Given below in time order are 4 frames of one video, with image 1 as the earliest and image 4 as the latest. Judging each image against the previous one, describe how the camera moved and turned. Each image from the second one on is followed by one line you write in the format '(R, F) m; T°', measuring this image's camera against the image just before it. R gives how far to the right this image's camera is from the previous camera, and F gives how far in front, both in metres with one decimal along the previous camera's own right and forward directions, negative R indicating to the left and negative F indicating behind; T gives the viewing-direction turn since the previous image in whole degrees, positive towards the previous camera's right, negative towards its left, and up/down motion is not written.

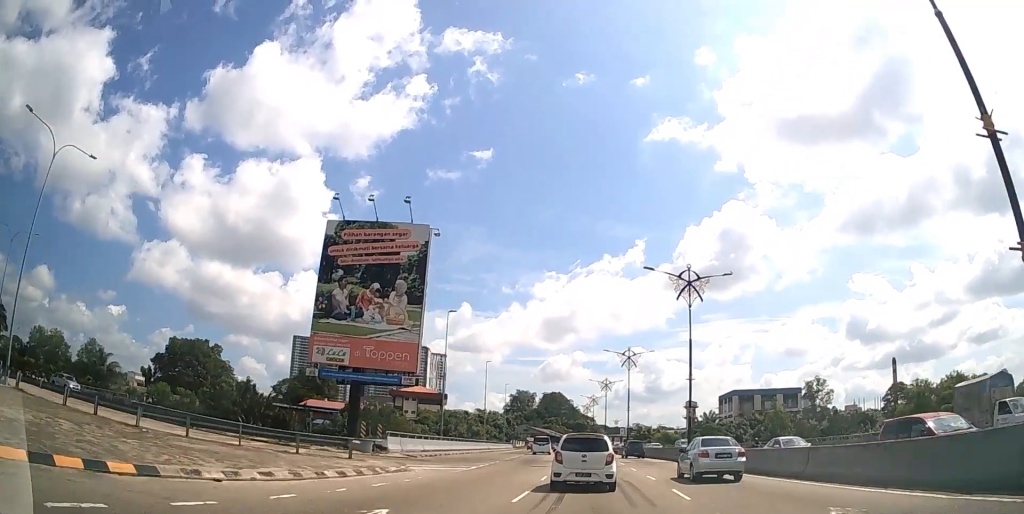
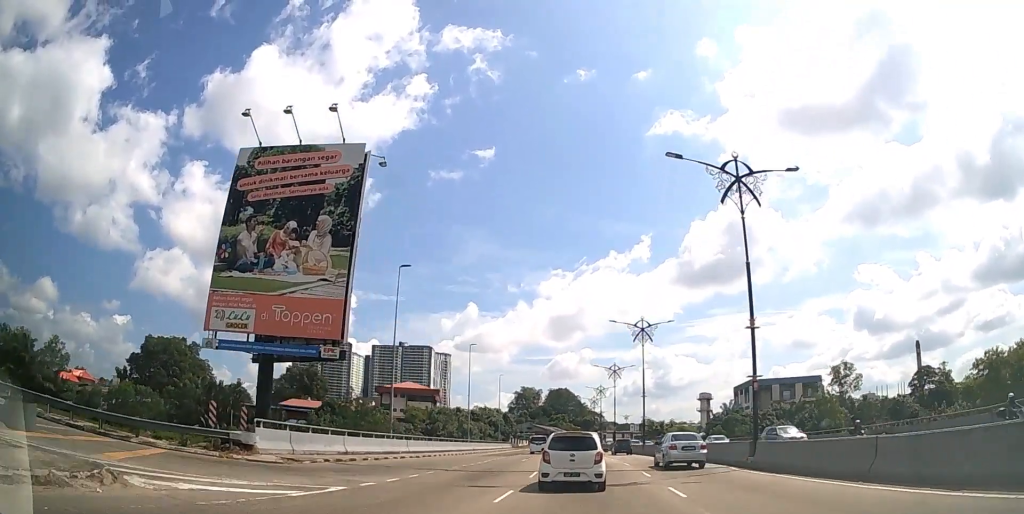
(-0.1, +14.8) m; -2°
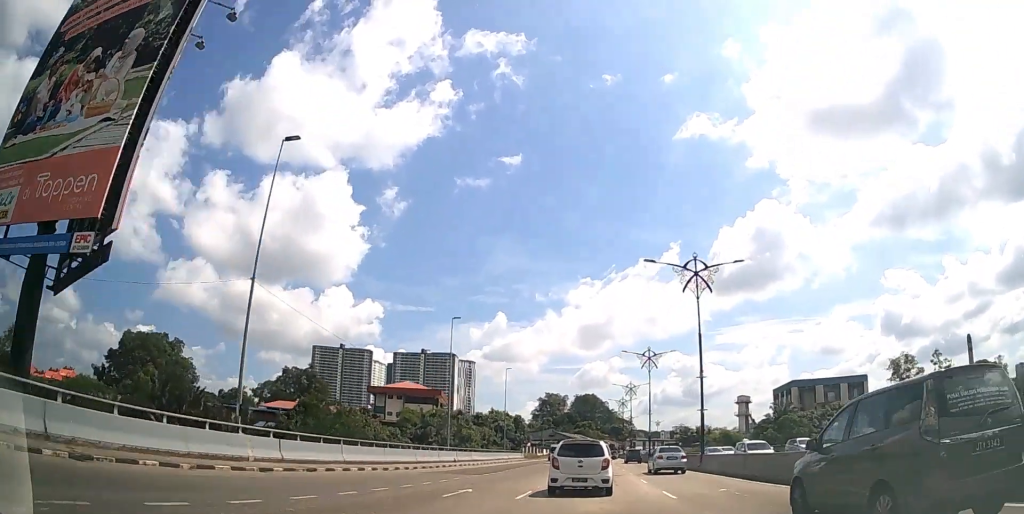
(-0.6, +19.4) m; -3°
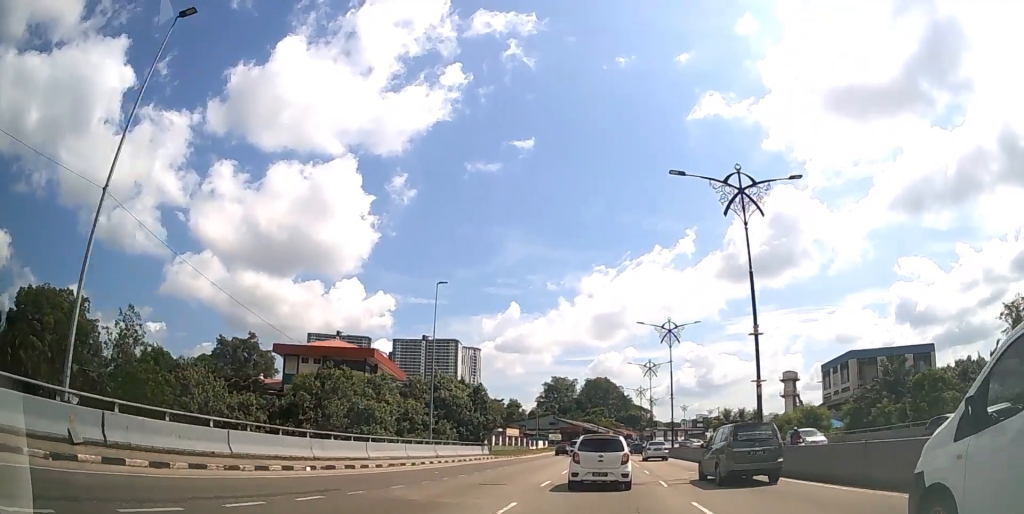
(-0.6, +40.9) m; -1°
